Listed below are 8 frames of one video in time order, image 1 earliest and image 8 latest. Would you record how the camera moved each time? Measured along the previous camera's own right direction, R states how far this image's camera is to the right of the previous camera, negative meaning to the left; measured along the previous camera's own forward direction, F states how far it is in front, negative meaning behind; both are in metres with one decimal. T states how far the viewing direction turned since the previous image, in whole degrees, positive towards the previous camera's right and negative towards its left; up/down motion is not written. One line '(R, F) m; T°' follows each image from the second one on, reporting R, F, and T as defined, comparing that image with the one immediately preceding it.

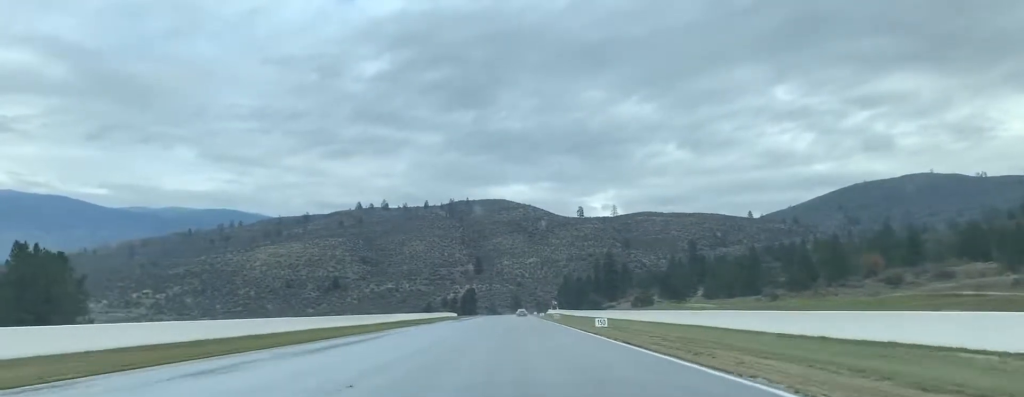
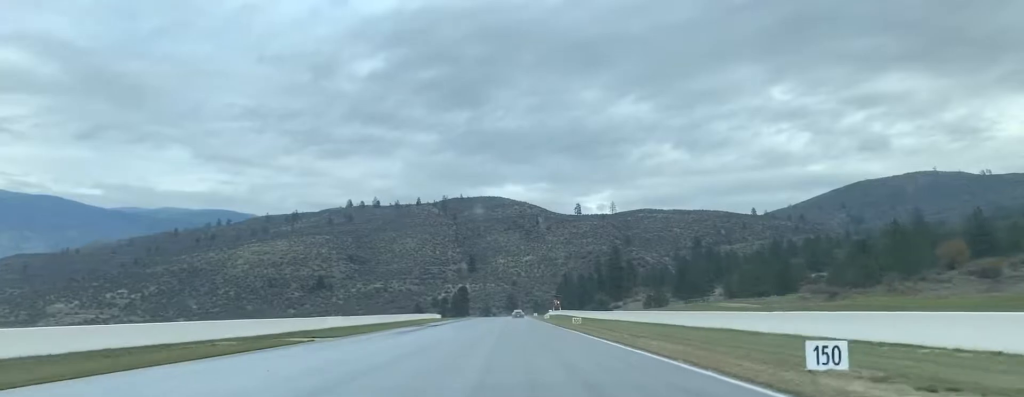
(+0.1, +36.9) m; 0°
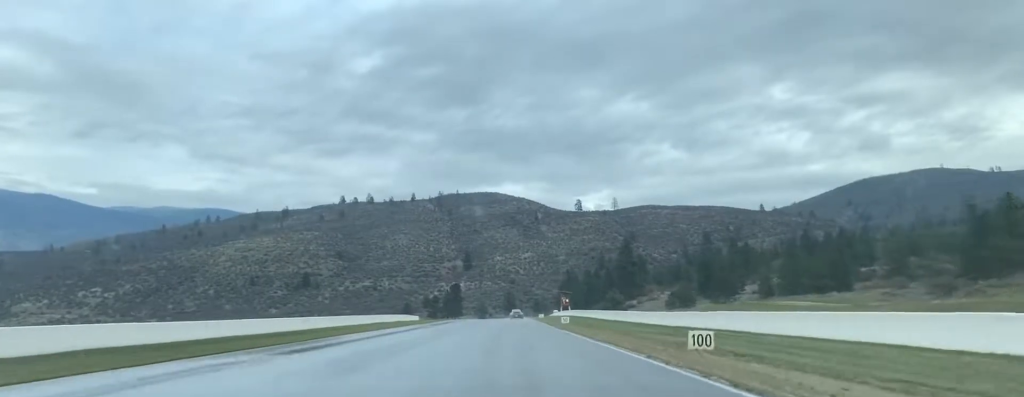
(-0.1, +40.8) m; 0°
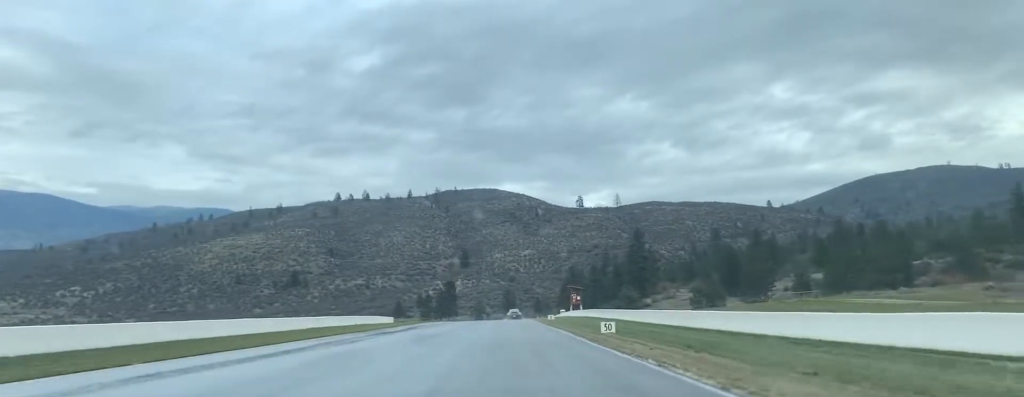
(0.0, +29.3) m; 0°
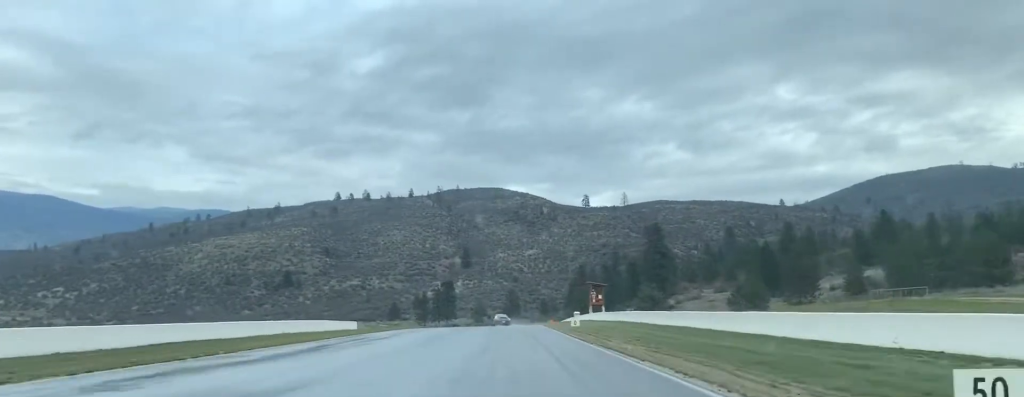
(0.0, +28.6) m; 0°
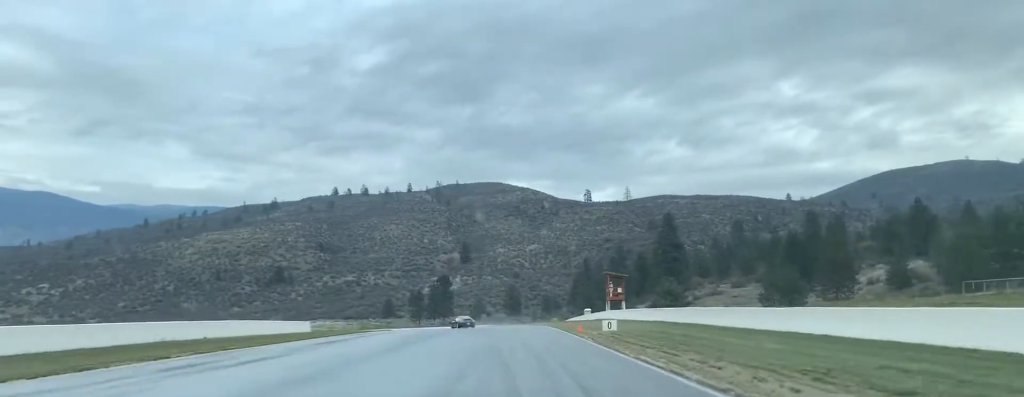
(0.0, +20.2) m; 0°
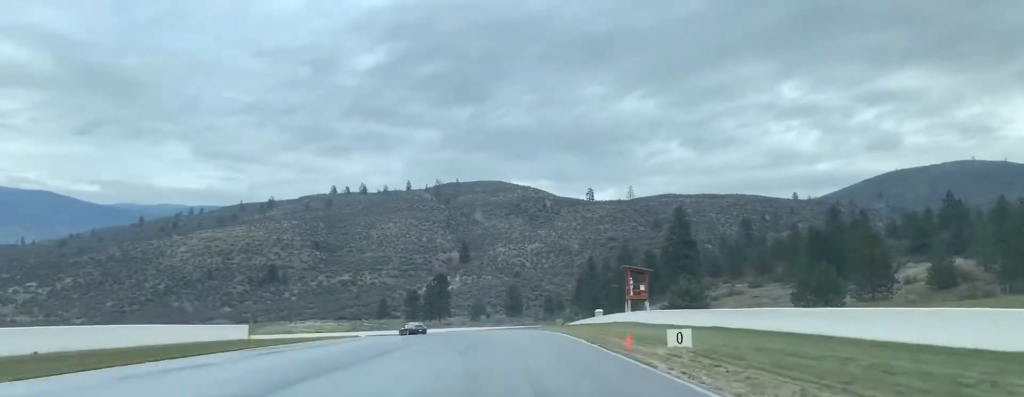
(0.0, +15.1) m; 0°
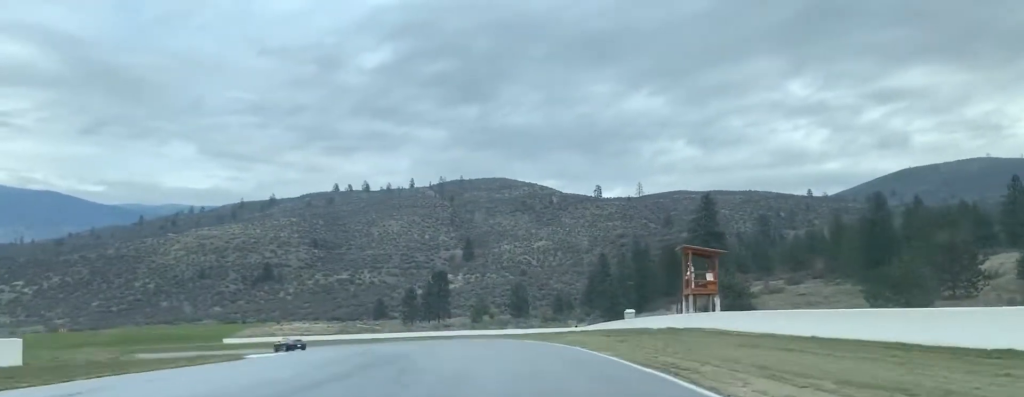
(-0.1, +23.8) m; -1°
